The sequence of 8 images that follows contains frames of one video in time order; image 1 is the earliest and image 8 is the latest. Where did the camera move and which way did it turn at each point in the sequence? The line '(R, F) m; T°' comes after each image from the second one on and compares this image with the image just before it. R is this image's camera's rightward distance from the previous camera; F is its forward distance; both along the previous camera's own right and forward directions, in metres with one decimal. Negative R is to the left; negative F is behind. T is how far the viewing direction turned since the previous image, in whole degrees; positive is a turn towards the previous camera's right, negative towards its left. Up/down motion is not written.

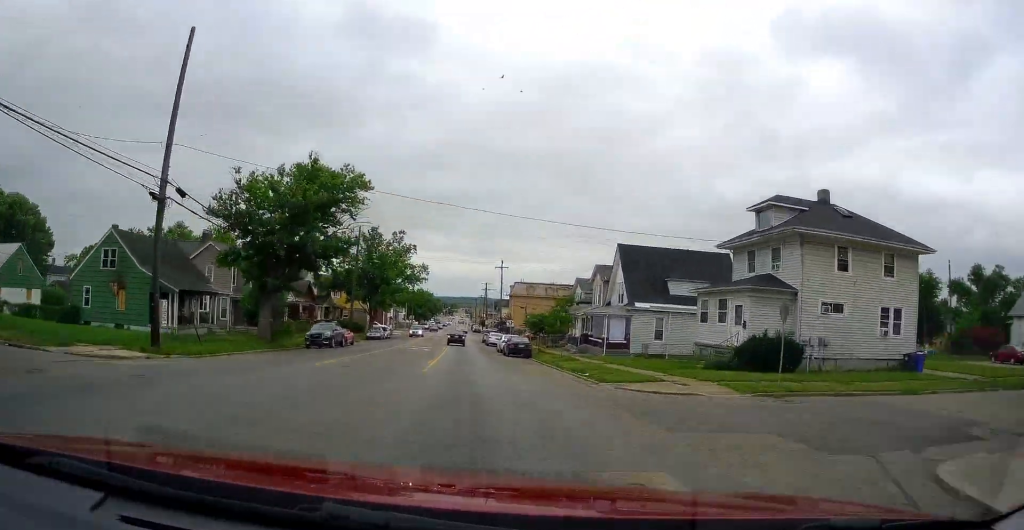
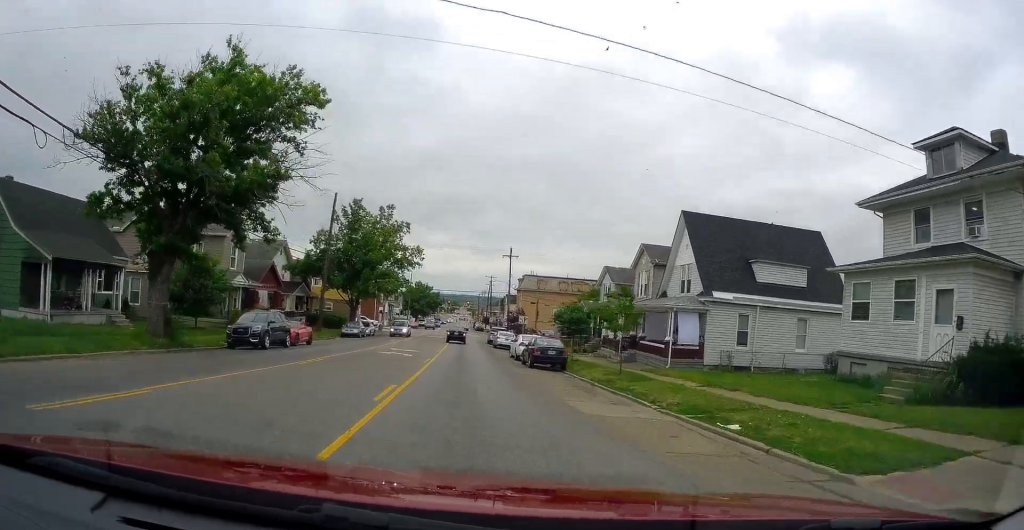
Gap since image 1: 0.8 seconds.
(-0.4, +13.5) m; -3°
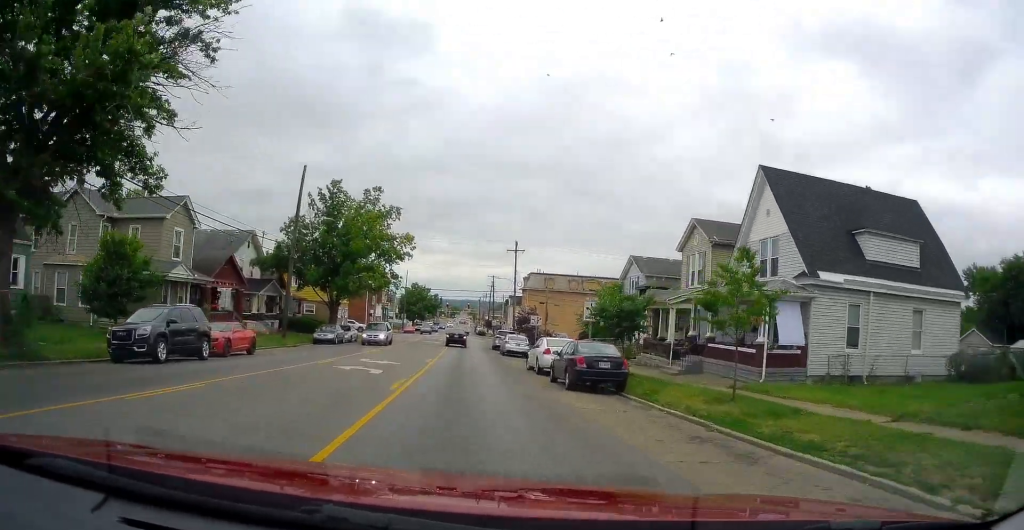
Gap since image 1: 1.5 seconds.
(-0.3, +9.6) m; -1°
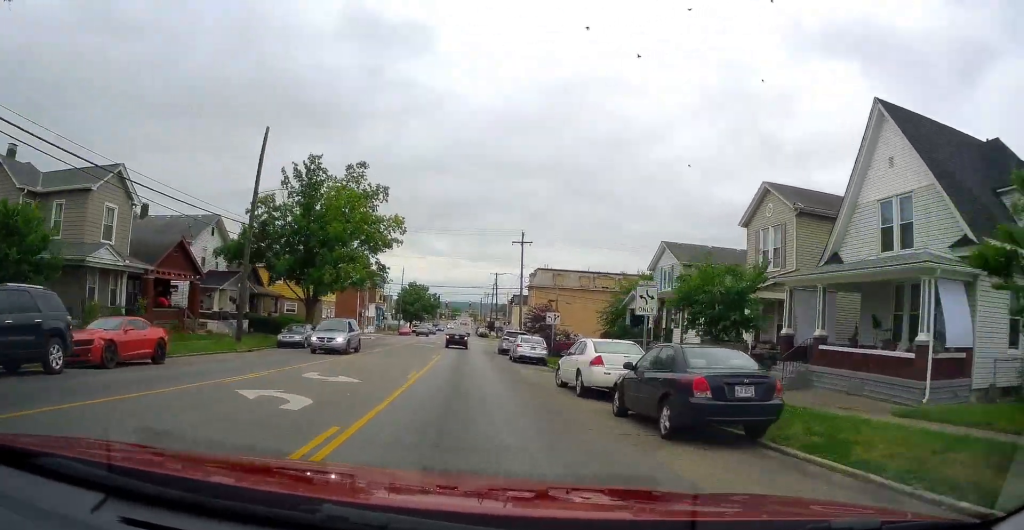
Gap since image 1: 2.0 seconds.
(-0.3, +8.4) m; 0°
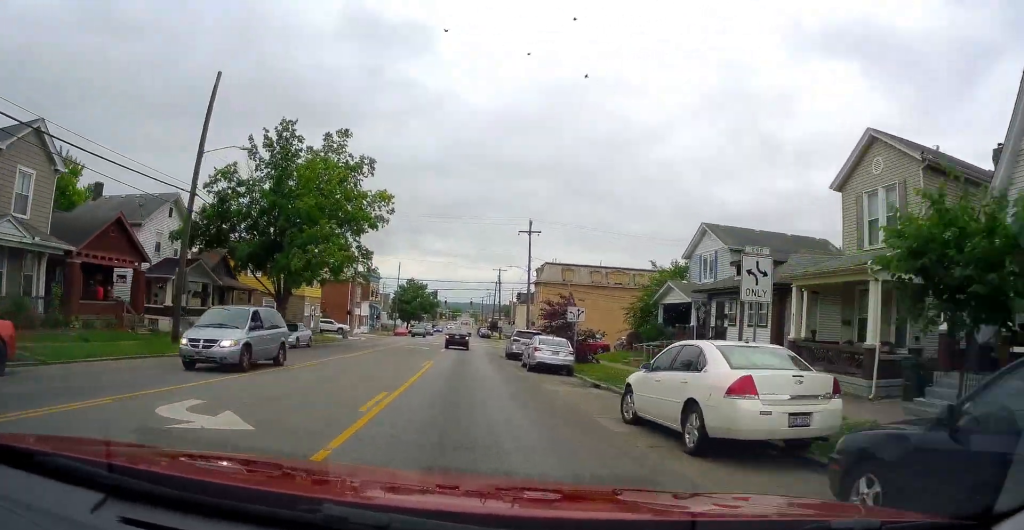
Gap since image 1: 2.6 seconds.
(+0.3, +7.1) m; +2°
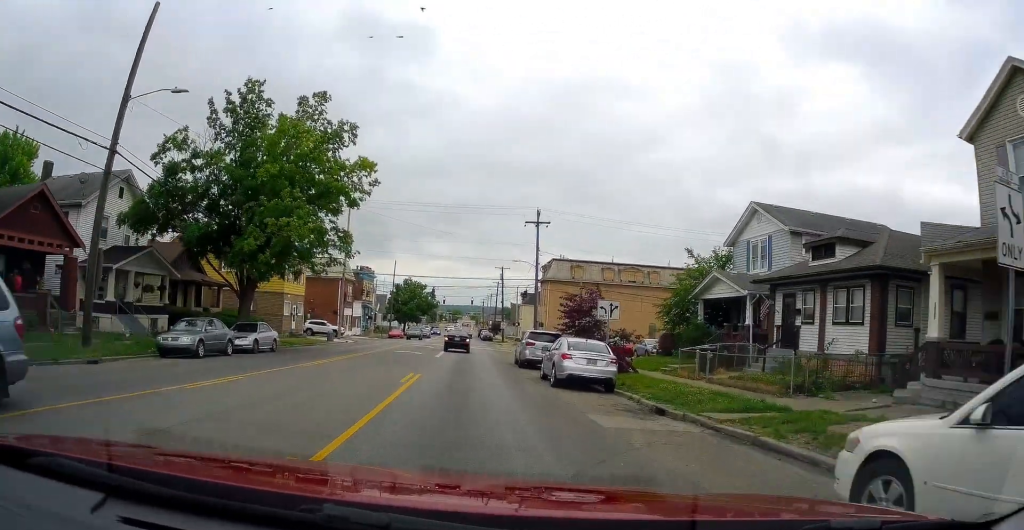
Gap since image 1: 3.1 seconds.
(+0.1, +6.5) m; +1°
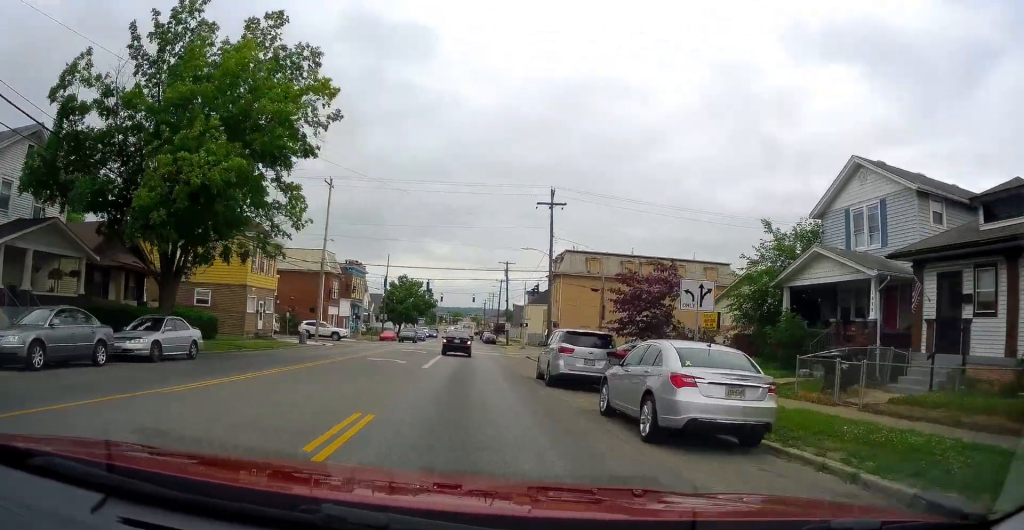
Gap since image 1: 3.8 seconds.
(+0.1, +8.4) m; -1°
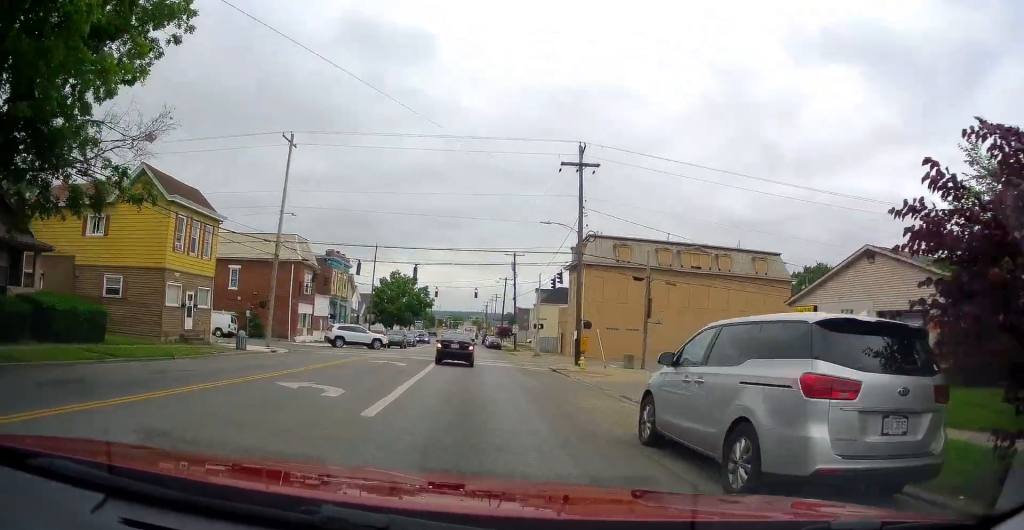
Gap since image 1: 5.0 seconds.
(-0.5, +11.3) m; -3°
